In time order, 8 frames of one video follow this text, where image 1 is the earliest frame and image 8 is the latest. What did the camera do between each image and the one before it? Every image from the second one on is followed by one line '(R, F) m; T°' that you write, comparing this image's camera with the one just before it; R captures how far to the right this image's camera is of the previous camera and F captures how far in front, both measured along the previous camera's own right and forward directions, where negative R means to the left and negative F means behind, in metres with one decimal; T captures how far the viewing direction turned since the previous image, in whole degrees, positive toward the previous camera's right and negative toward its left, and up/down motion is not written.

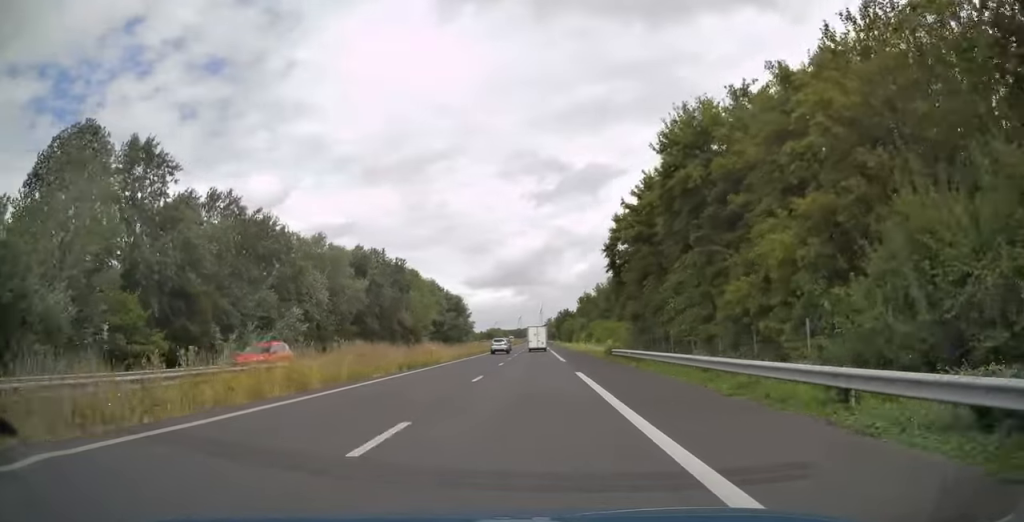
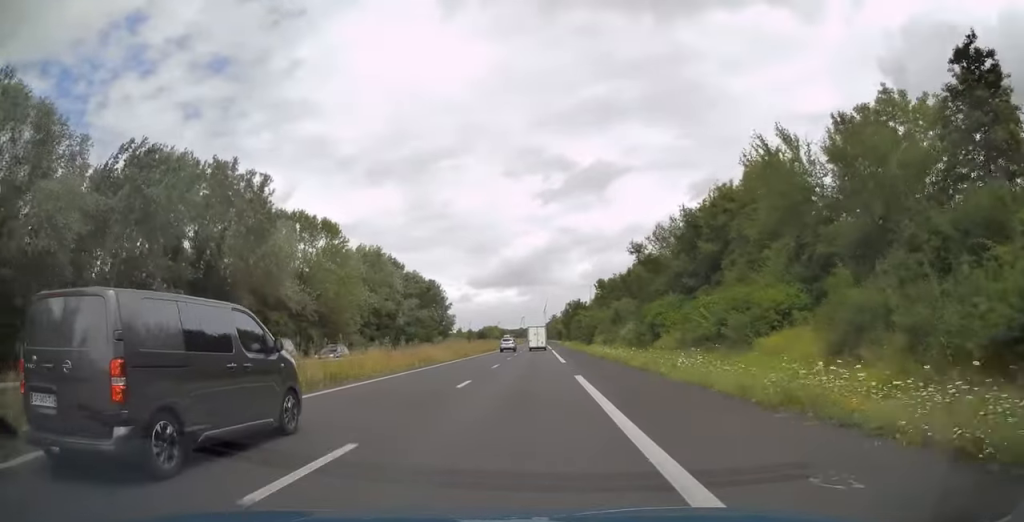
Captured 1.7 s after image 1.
(-0.1, +54.0) m; 0°
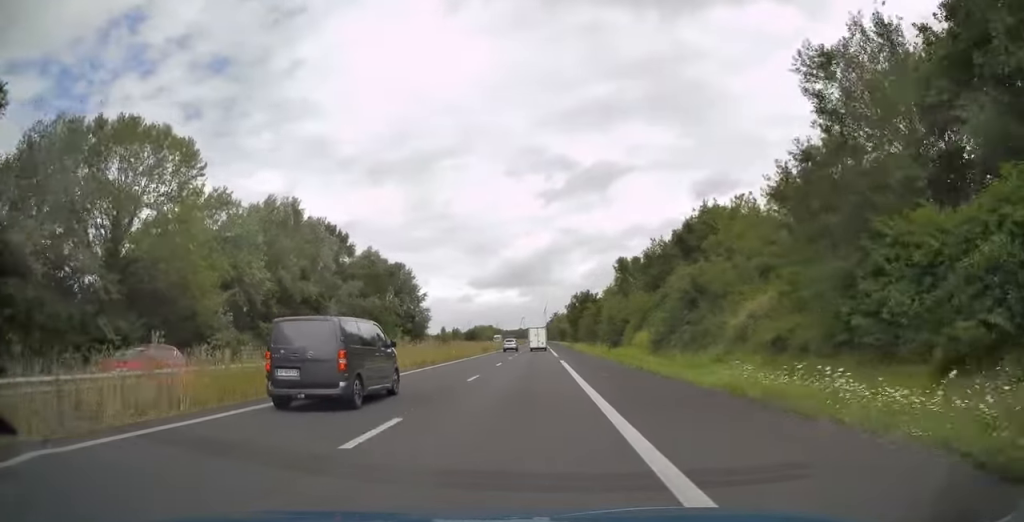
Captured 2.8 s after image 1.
(0.0, +35.9) m; 0°
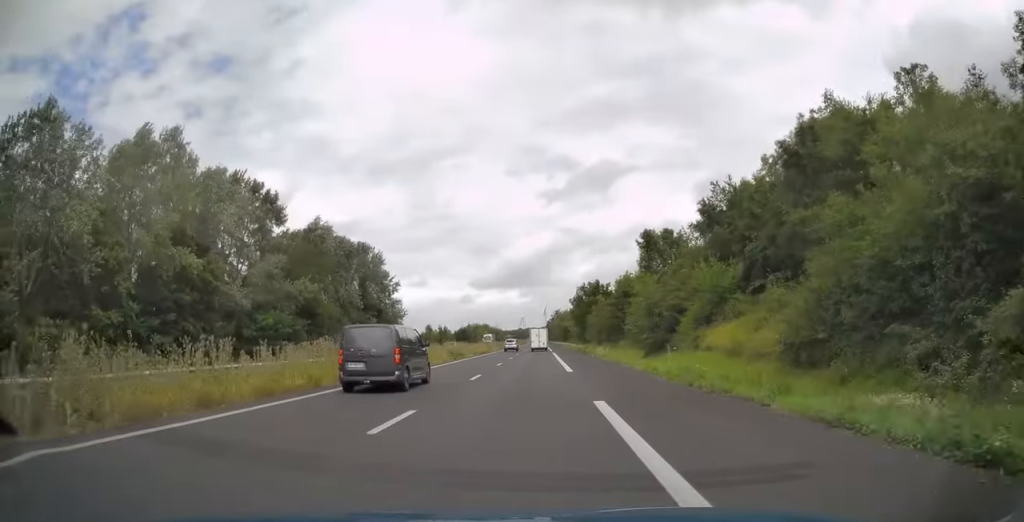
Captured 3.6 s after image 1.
(0.0, +24.7) m; 0°
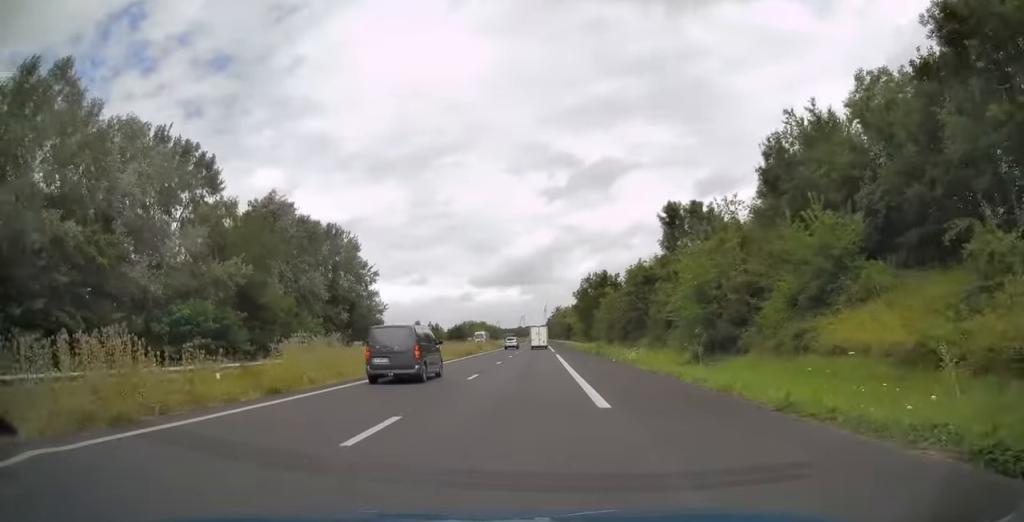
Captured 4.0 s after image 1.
(0.0, +13.9) m; 0°
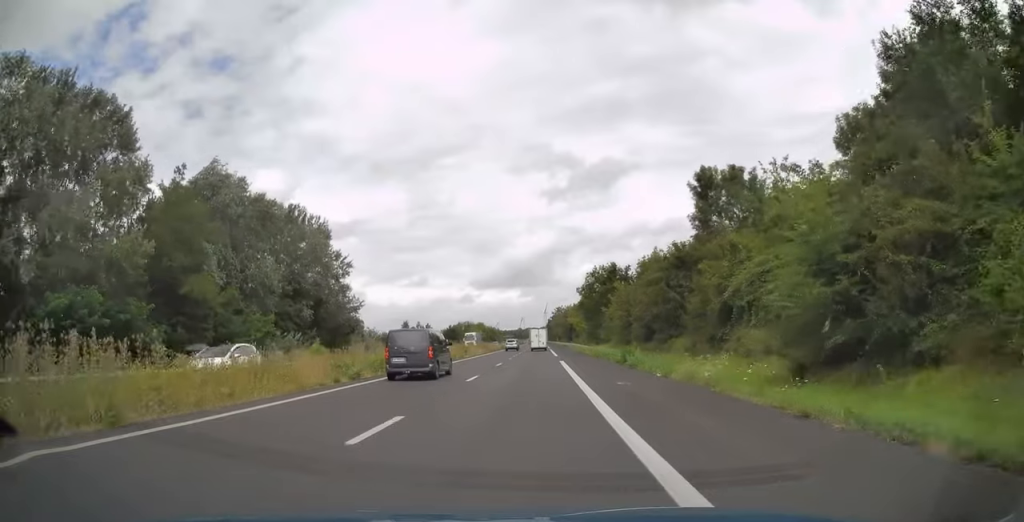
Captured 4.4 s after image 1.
(0.0, +12.8) m; 0°
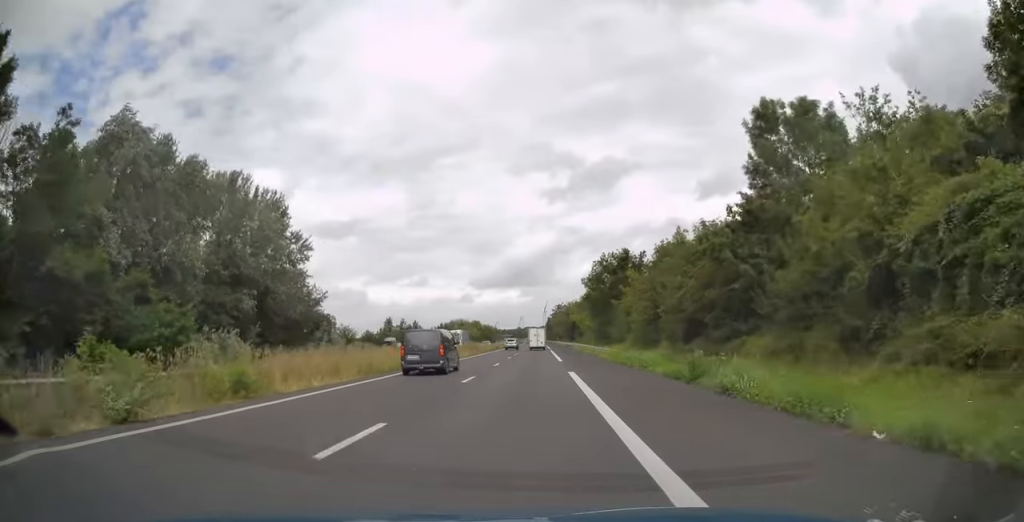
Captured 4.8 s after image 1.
(0.0, +14.0) m; 0°
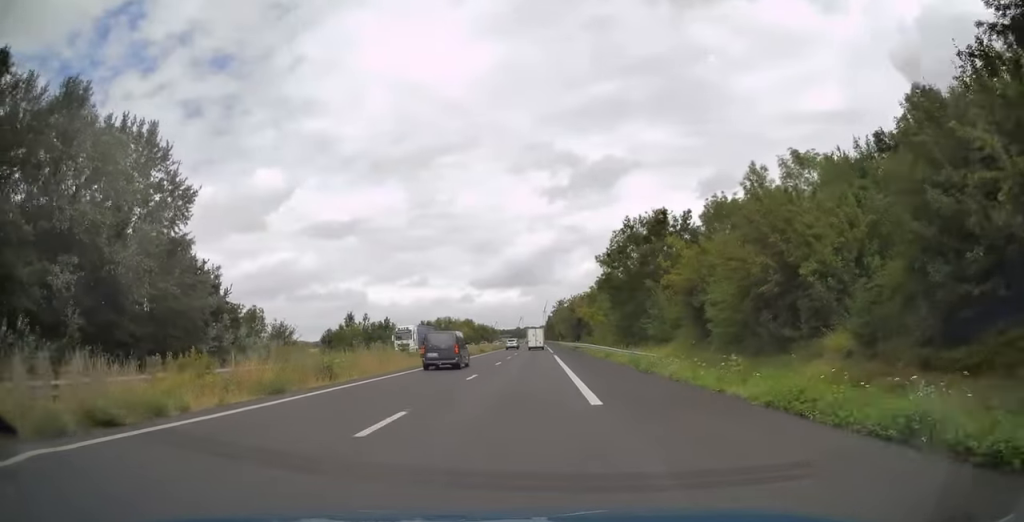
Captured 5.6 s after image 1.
(0.0, +24.0) m; 0°
